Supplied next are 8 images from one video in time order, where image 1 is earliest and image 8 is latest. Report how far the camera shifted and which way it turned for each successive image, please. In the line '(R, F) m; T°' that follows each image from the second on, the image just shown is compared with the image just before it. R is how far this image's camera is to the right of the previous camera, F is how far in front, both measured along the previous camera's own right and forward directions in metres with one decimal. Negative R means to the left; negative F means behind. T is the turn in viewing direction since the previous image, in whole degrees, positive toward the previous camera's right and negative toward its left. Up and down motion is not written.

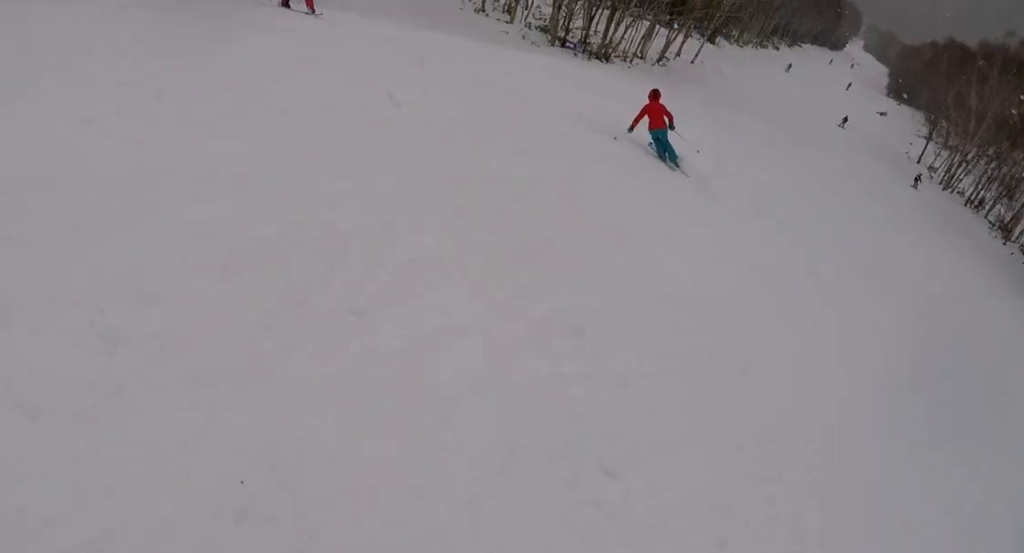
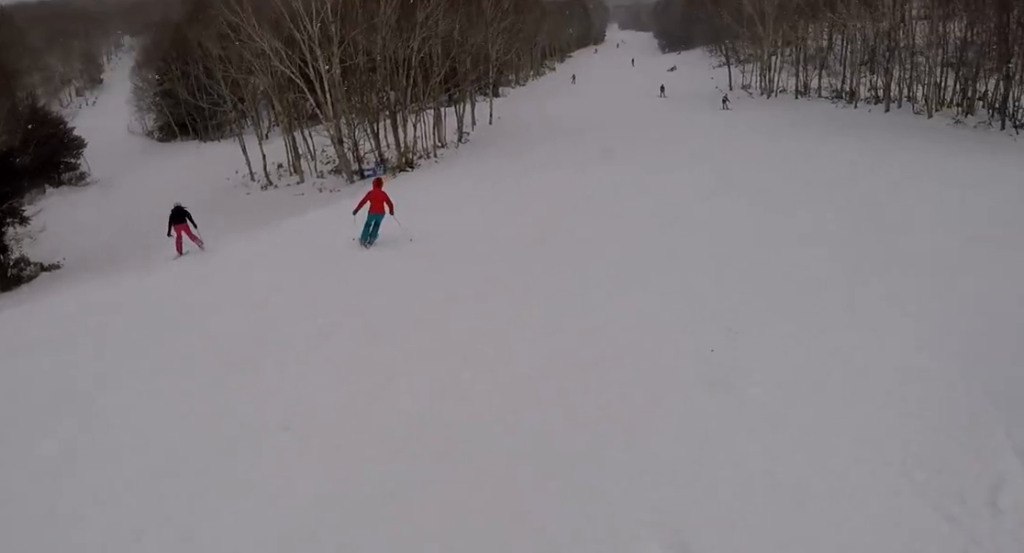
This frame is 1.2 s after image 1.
(-1.5, +5.9) m; +2°
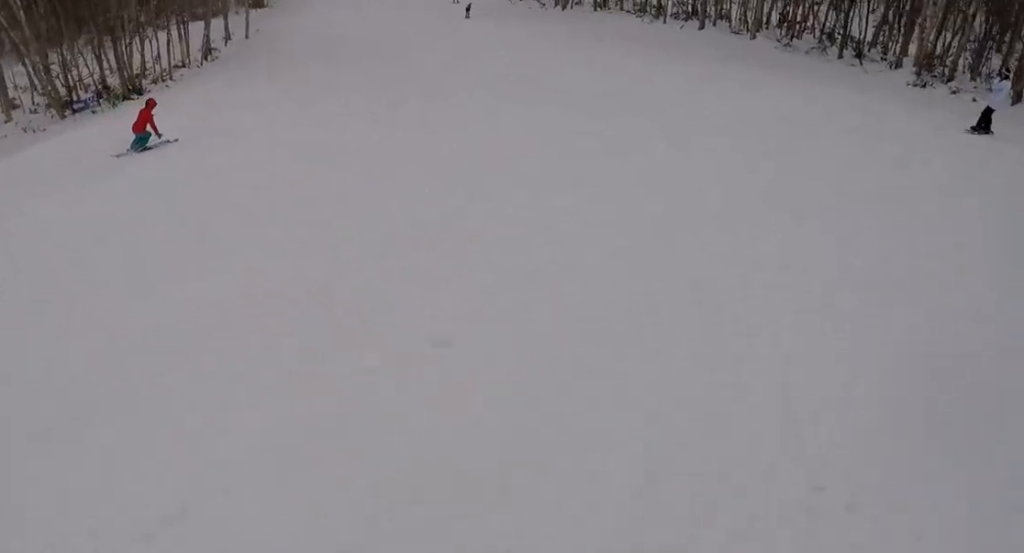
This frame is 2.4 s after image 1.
(+2.4, +5.8) m; +18°
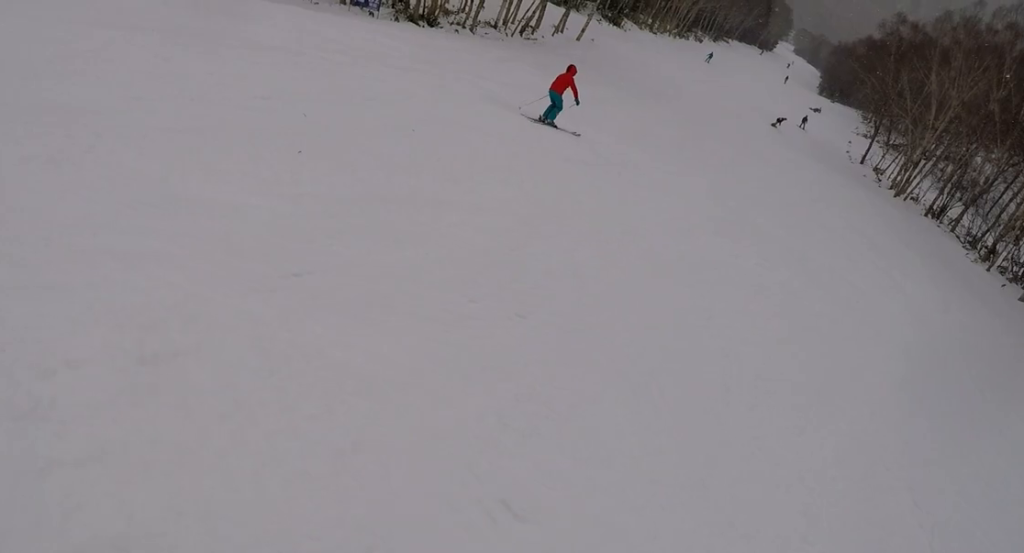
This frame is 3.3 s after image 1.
(-1.1, +5.0) m; -26°
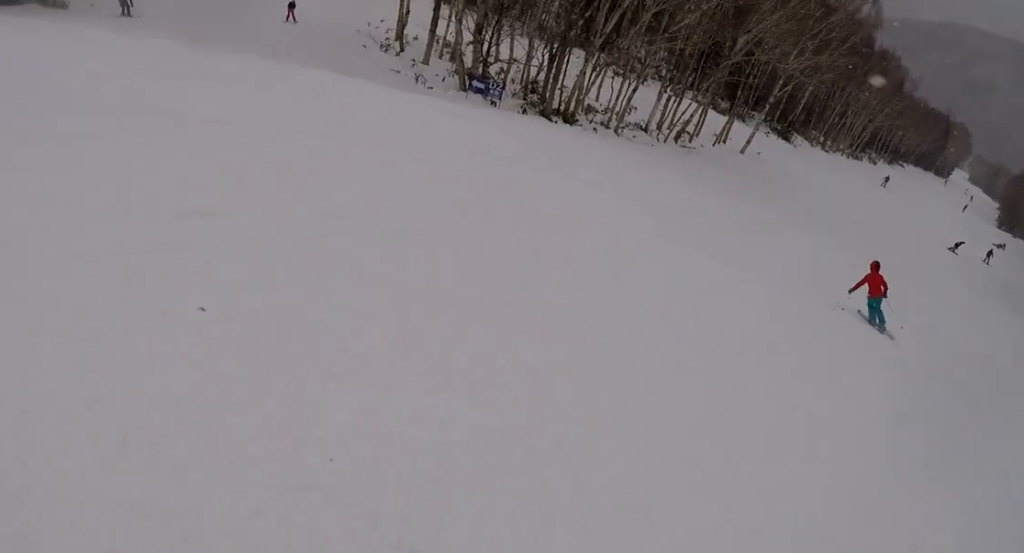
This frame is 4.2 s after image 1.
(-1.7, +5.7) m; -17°
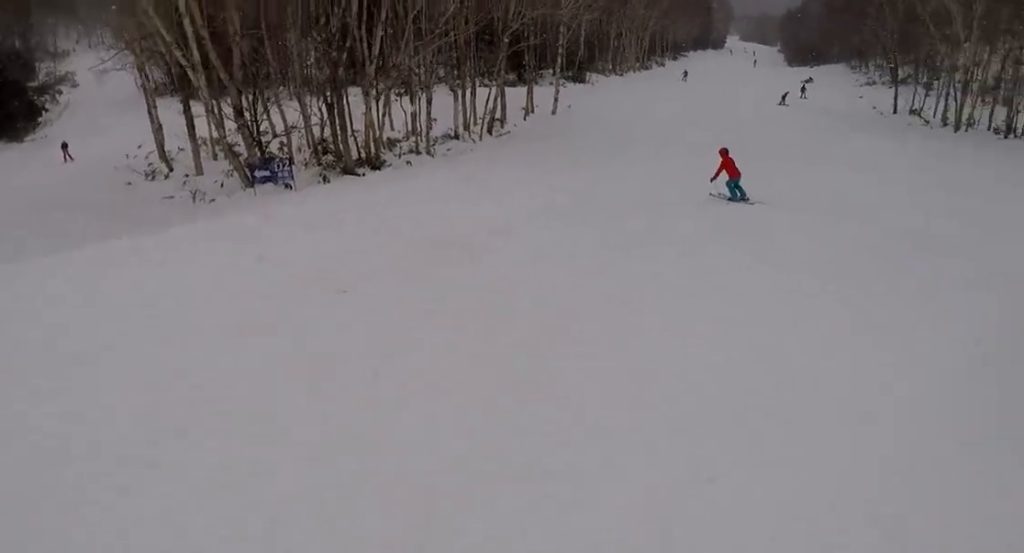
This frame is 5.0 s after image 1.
(-0.2, +5.0) m; +9°
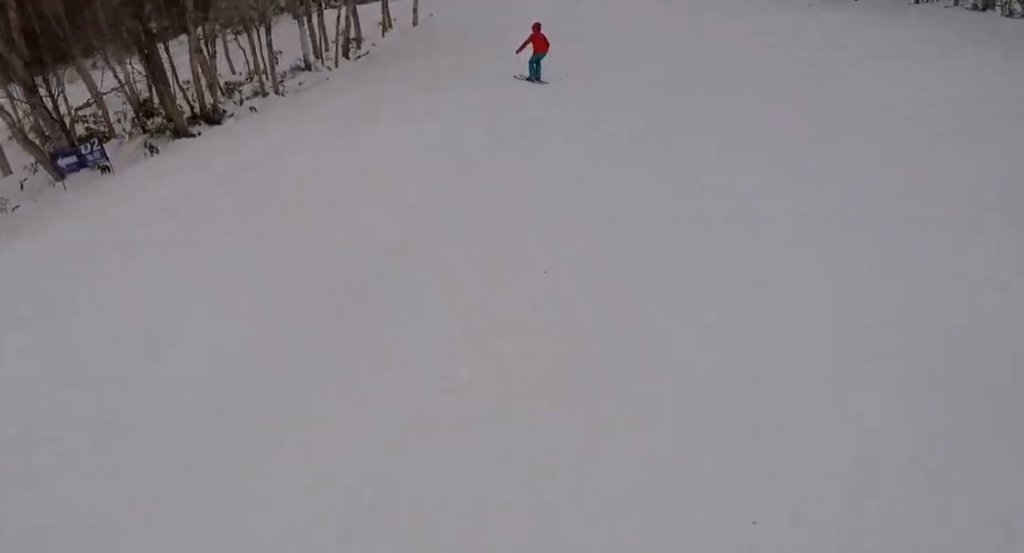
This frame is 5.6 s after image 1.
(0.0, +4.1) m; +14°
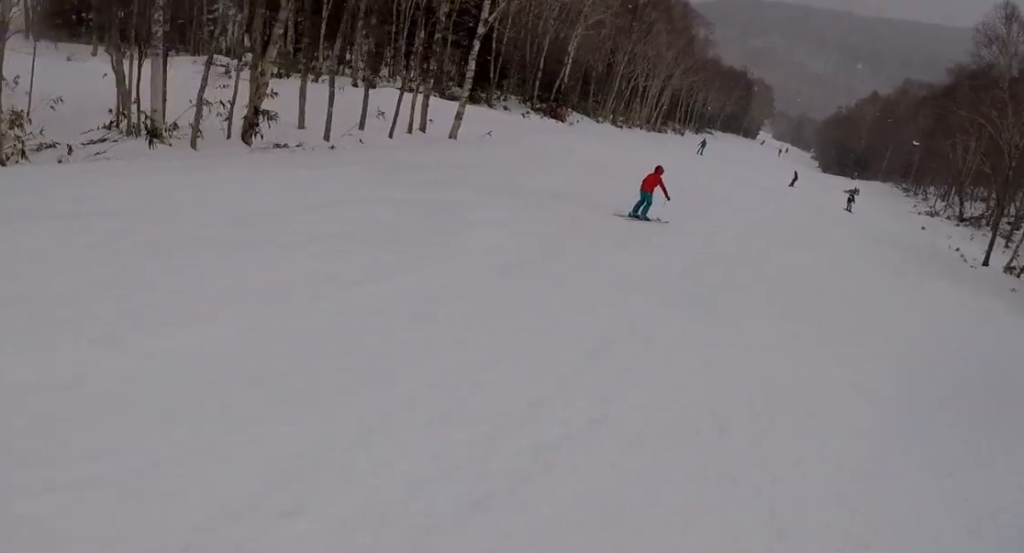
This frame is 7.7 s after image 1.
(+0.8, +15.8) m; -5°
